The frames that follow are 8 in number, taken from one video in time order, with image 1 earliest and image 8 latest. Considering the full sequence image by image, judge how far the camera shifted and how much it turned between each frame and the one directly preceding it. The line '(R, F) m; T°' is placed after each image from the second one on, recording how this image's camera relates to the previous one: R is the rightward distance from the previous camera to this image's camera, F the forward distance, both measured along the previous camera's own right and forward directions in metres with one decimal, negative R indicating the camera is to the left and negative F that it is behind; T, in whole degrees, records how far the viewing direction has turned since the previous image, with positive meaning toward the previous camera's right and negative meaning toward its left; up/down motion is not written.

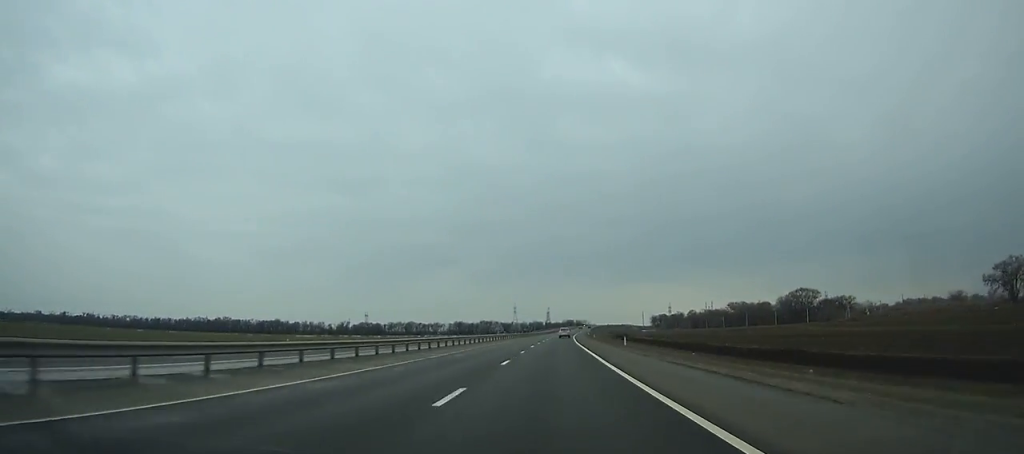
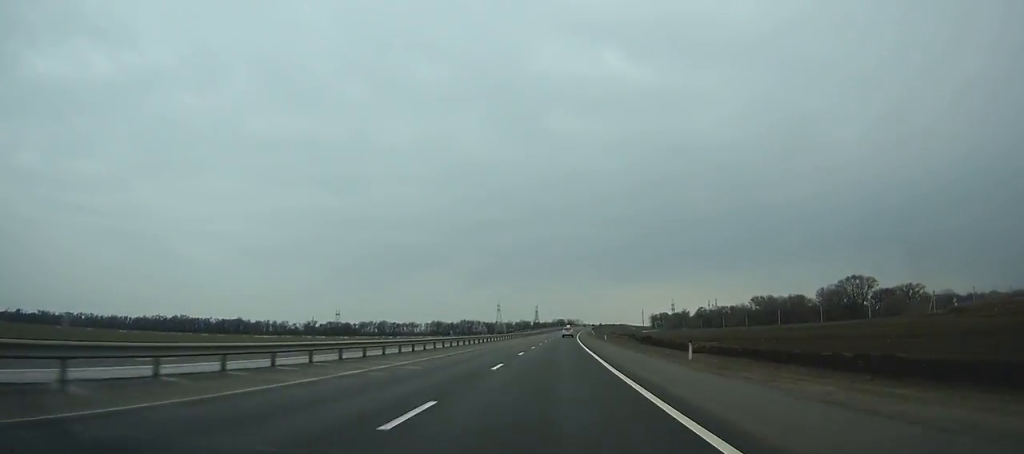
(+0.8, +72.3) m; +1°
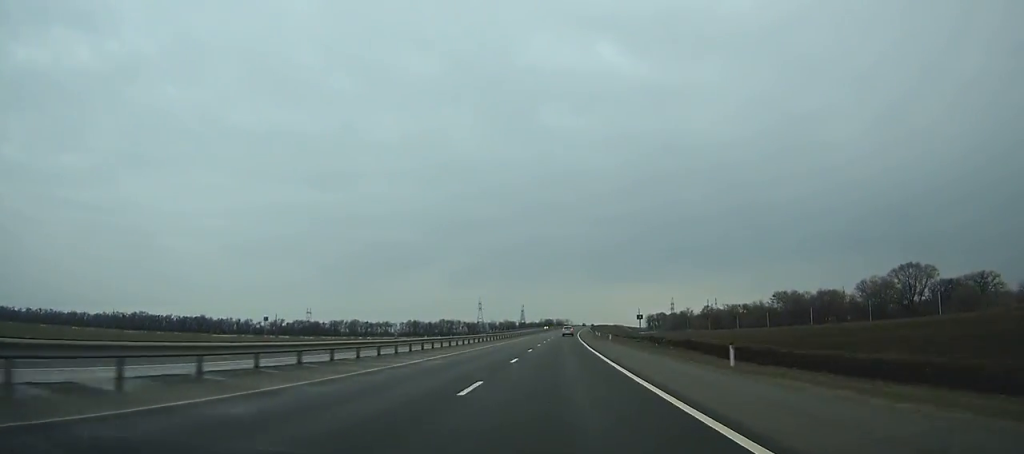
(+0.2, +55.8) m; +1°
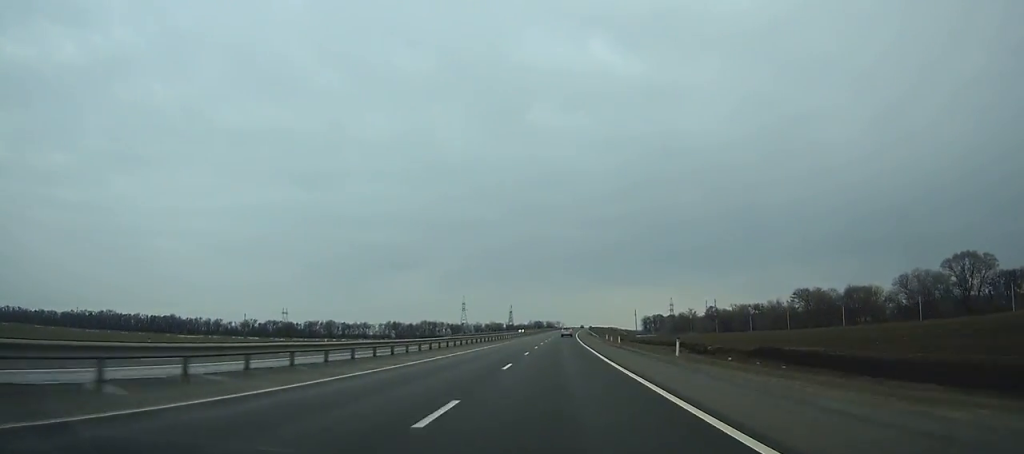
(+0.4, +39.1) m; +1°
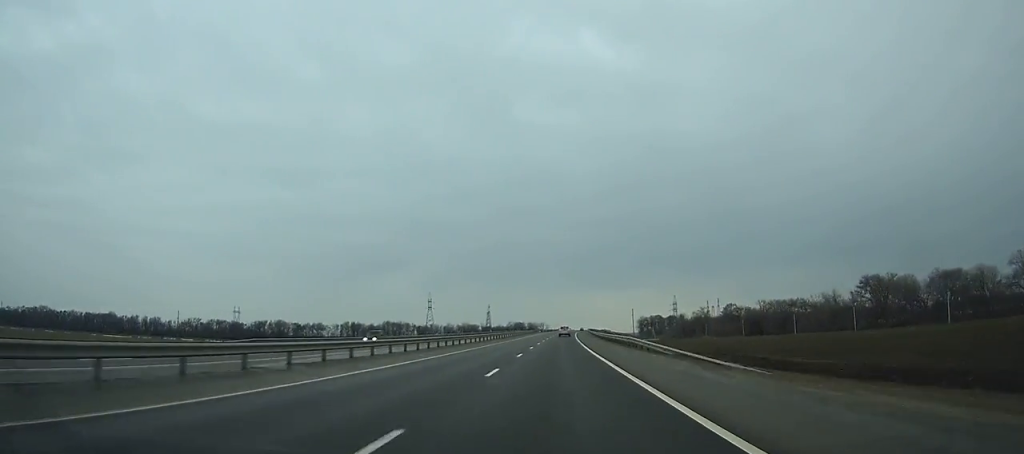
(+0.9, +72.6) m; +1°
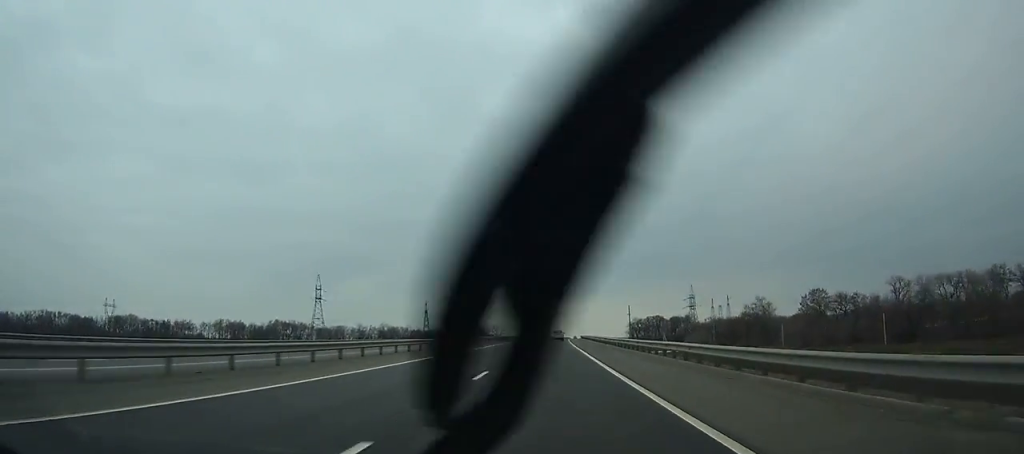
(+3.2, +141.9) m; +3°
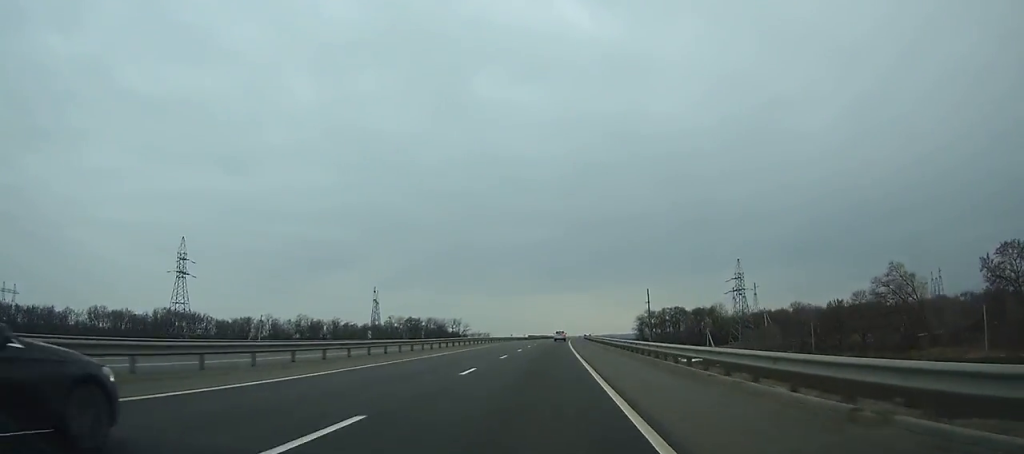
(+1.6, +94.0) m; +2°
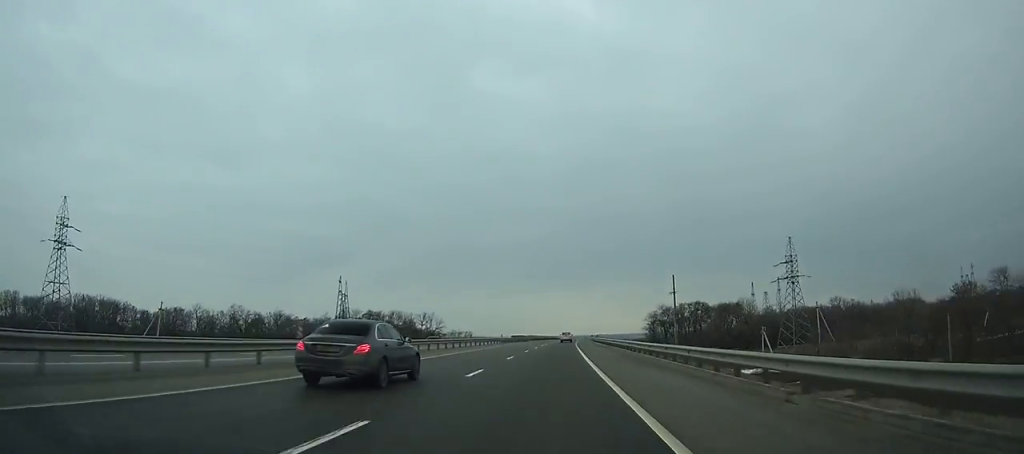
(0.0, +47.0) m; +1°
